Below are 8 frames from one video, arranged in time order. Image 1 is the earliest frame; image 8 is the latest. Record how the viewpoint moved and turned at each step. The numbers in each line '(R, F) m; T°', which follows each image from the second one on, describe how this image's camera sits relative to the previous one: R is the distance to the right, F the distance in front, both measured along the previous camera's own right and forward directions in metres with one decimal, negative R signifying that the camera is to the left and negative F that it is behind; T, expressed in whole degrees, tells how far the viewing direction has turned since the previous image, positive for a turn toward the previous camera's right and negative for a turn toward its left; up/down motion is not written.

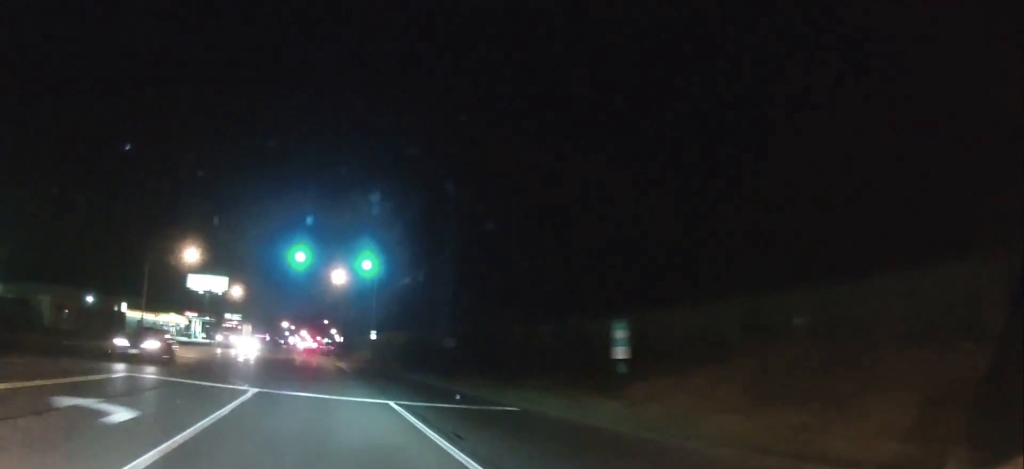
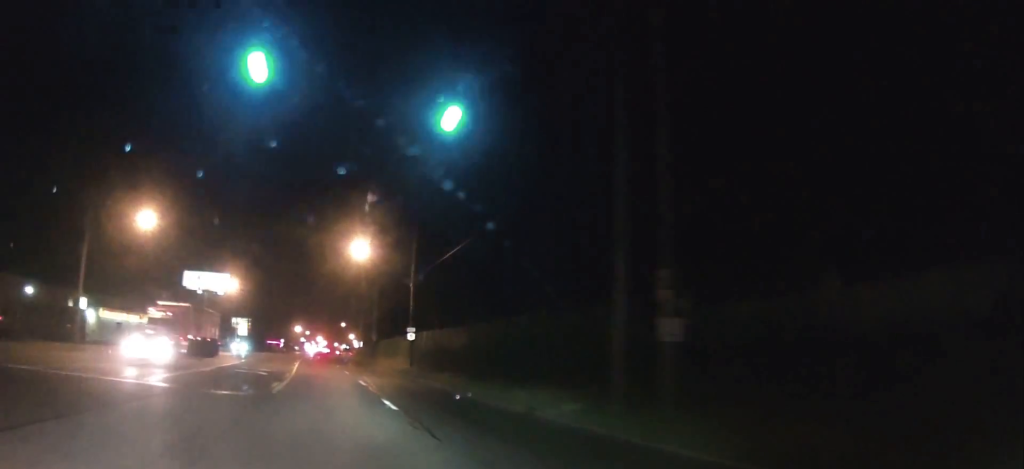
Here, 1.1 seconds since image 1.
(-0.3, +23.3) m; -1°
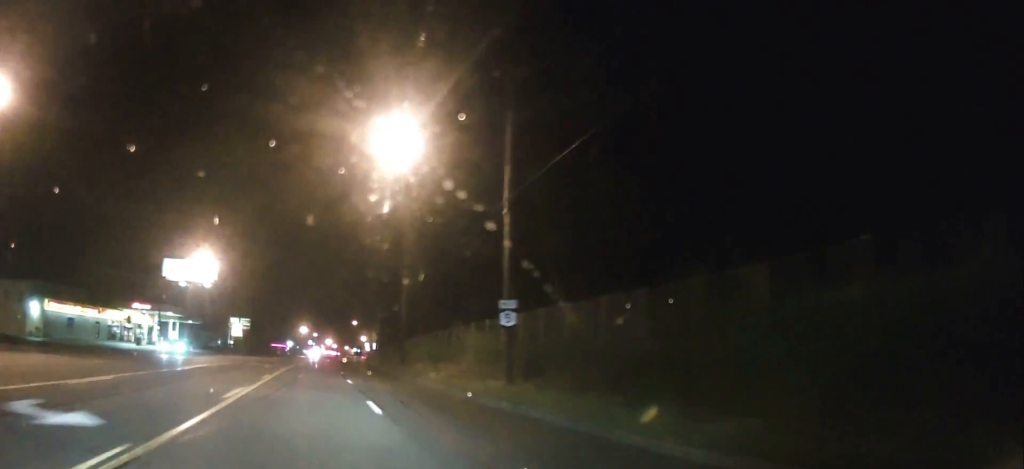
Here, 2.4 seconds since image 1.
(+0.1, +26.6) m; -1°
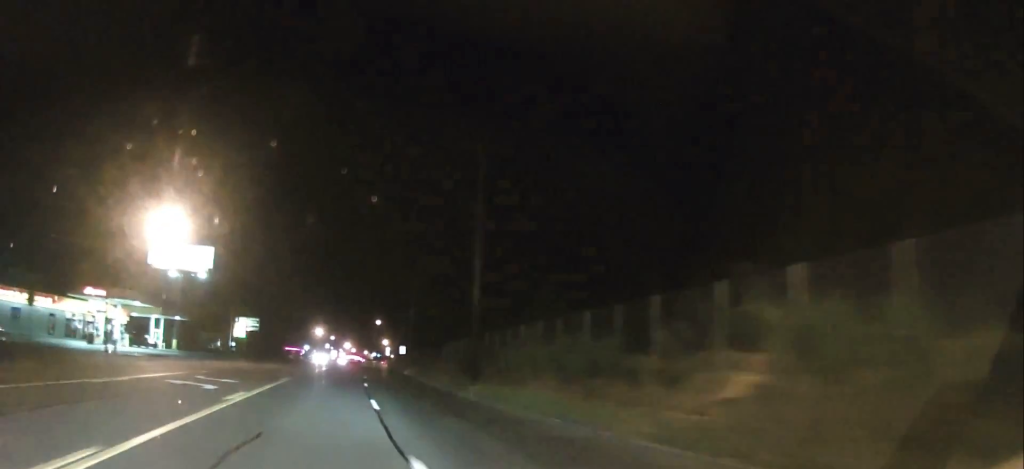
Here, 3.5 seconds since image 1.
(-0.4, +22.5) m; -2°
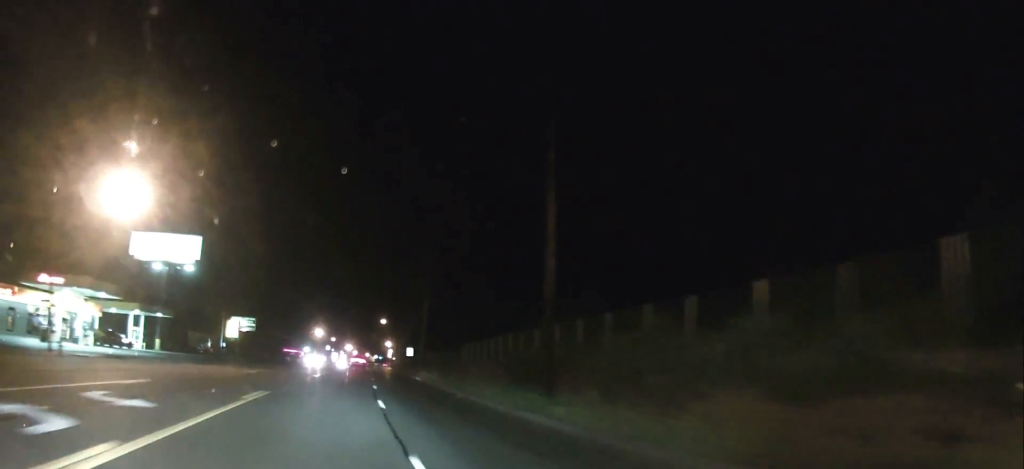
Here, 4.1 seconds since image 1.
(-0.2, +10.9) m; 0°
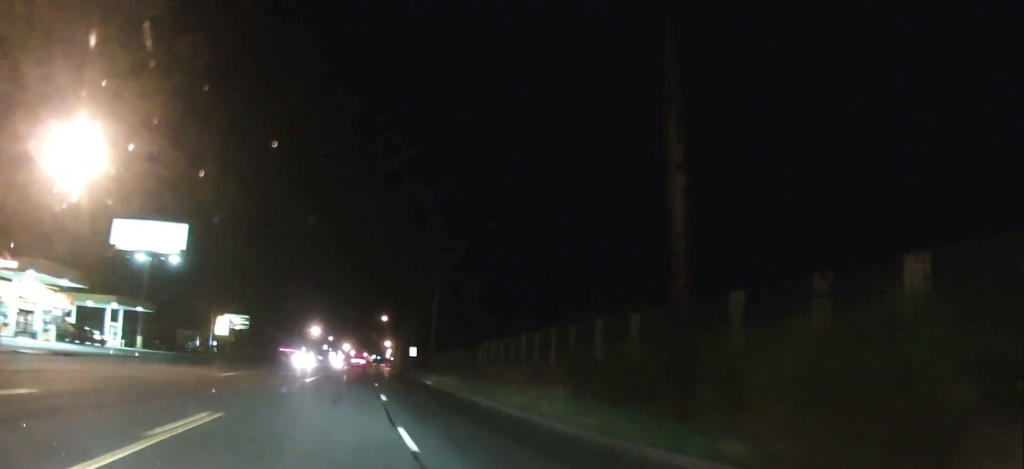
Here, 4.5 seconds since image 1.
(-0.1, +8.1) m; 0°
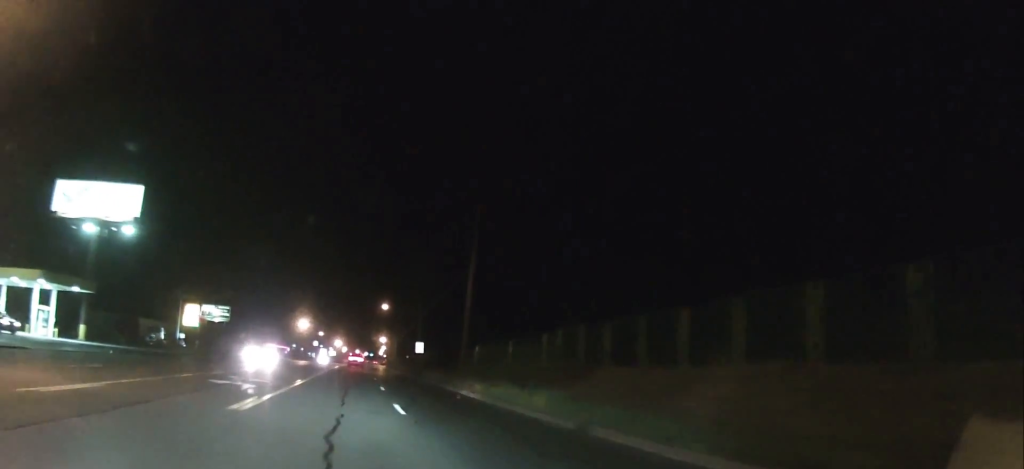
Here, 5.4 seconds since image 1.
(+0.1, +18.1) m; 0°
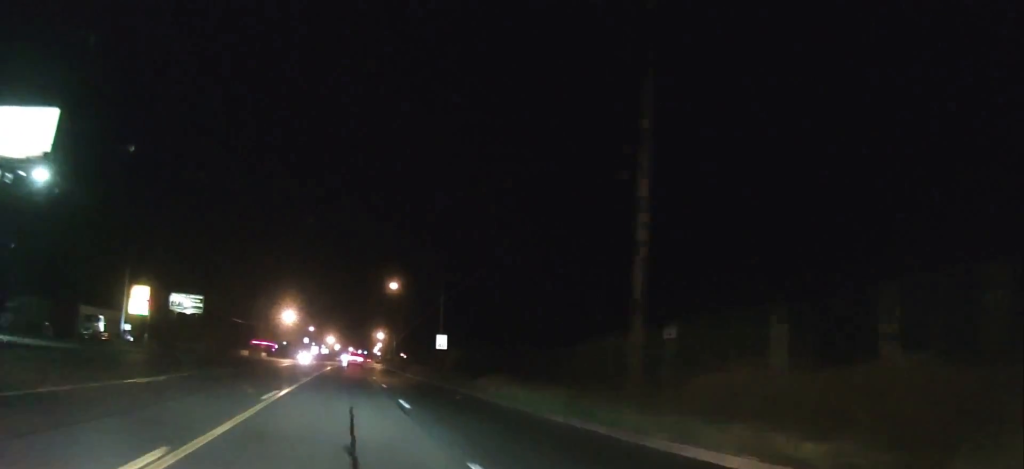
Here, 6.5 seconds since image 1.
(0.0, +22.8) m; +1°
